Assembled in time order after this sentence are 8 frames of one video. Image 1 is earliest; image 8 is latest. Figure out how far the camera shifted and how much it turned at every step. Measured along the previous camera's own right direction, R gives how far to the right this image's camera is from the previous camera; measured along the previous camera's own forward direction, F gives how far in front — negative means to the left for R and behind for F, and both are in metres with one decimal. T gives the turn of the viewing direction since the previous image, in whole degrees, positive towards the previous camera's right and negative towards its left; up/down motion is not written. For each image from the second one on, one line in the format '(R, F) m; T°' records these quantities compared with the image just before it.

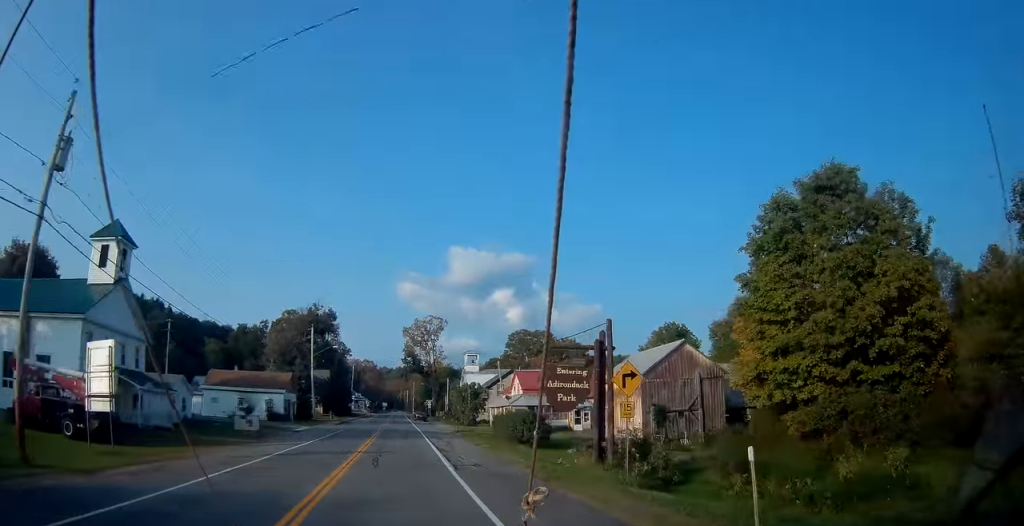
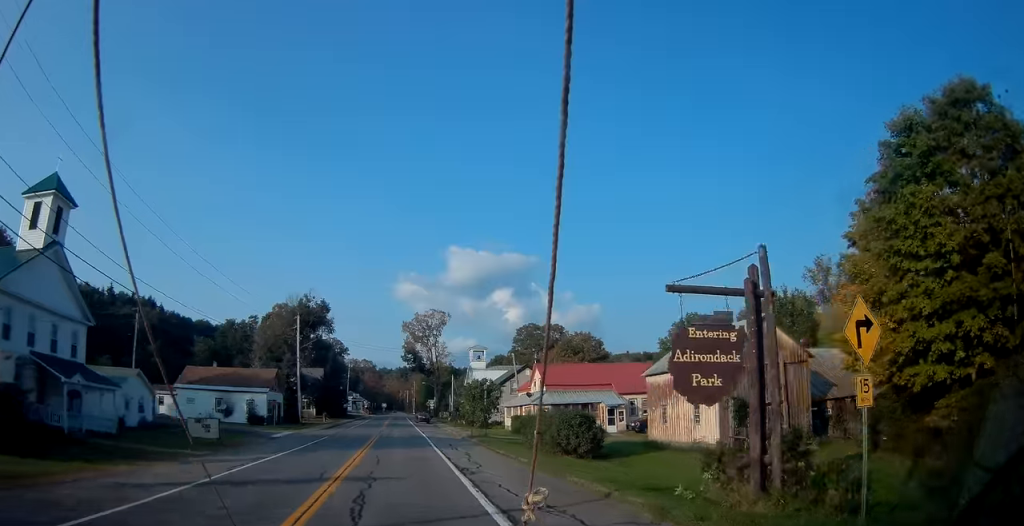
(0.0, +9.1) m; 0°
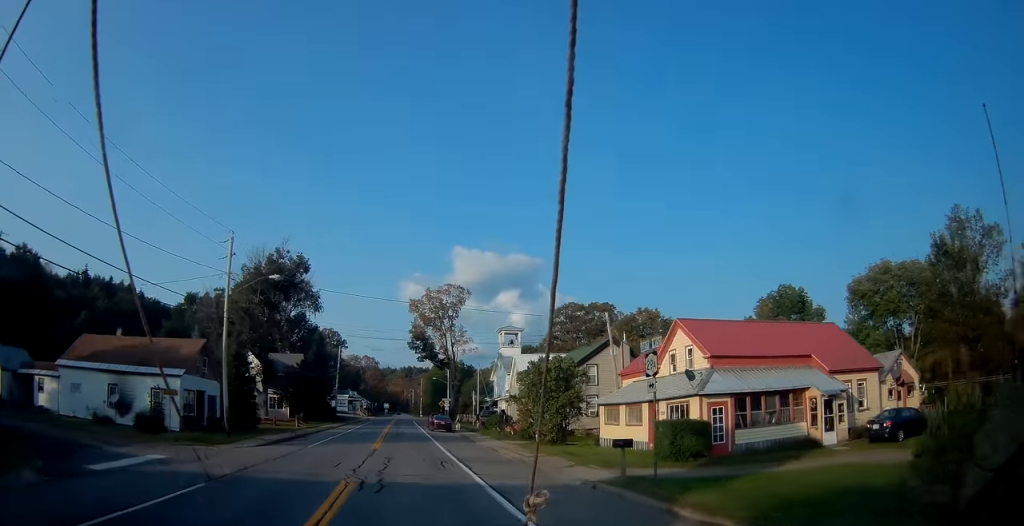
(+0.2, +26.0) m; +1°
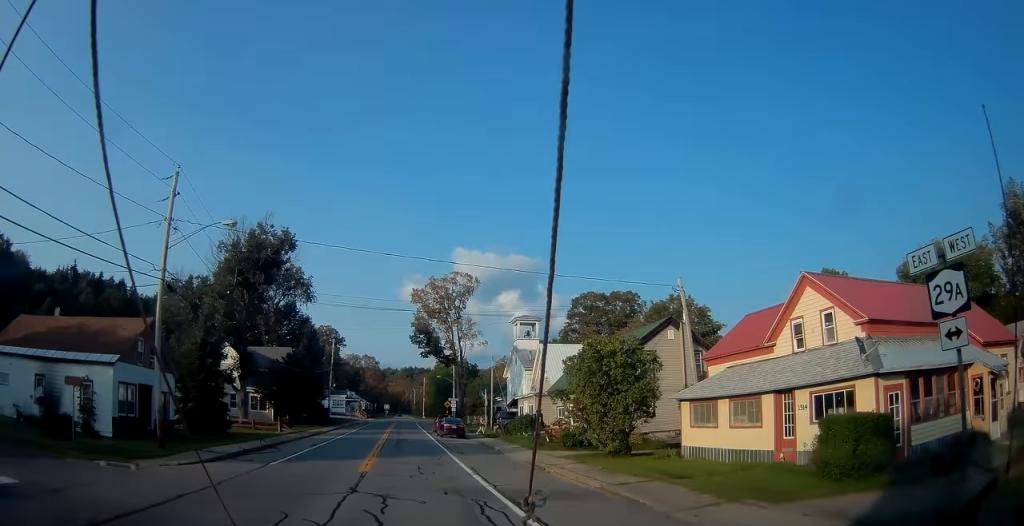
(0.0, +9.5) m; 0°
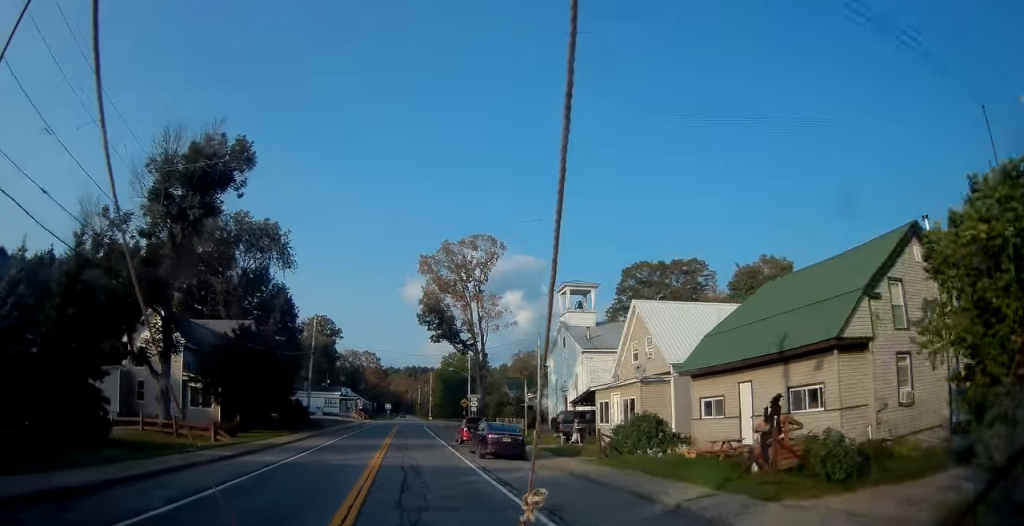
(-0.2, +19.3) m; -1°
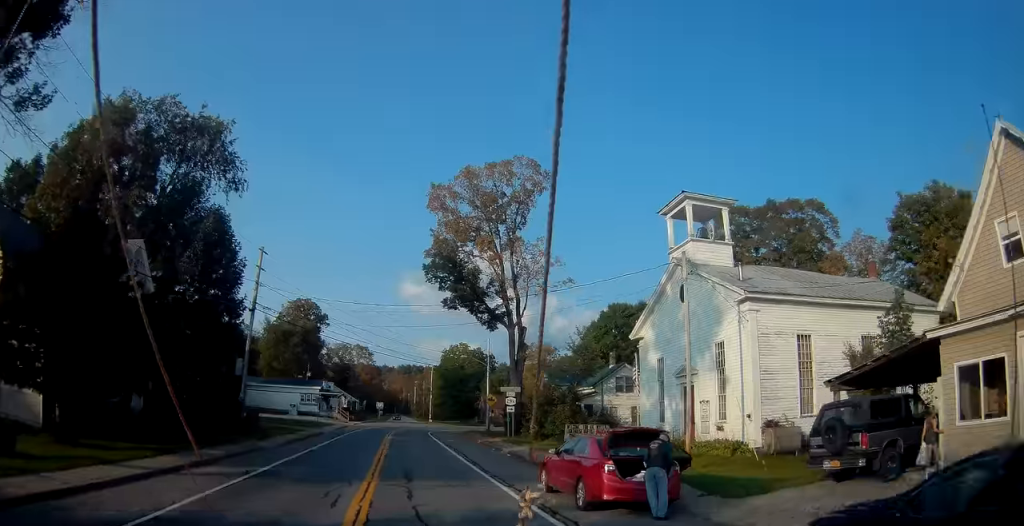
(0.0, +22.5) m; +1°
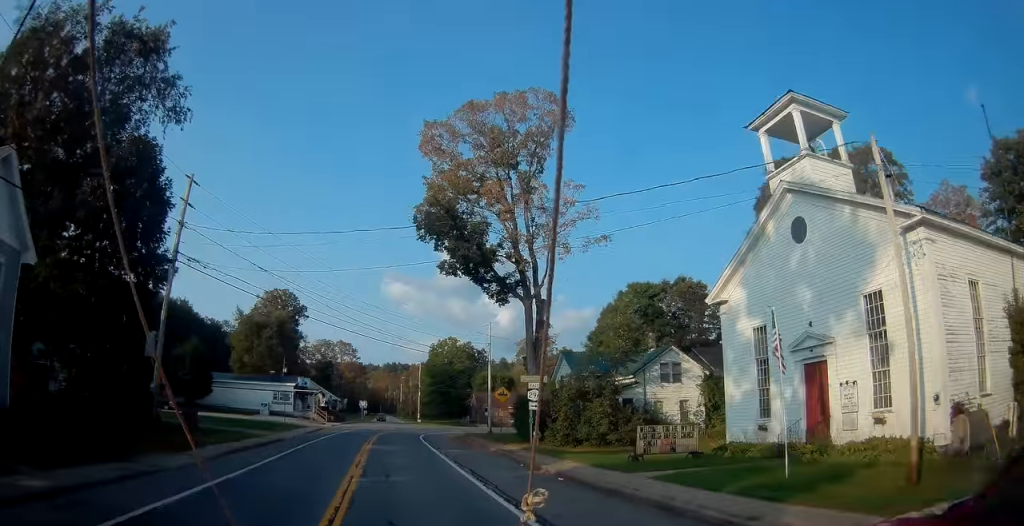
(+0.3, +10.7) m; +1°
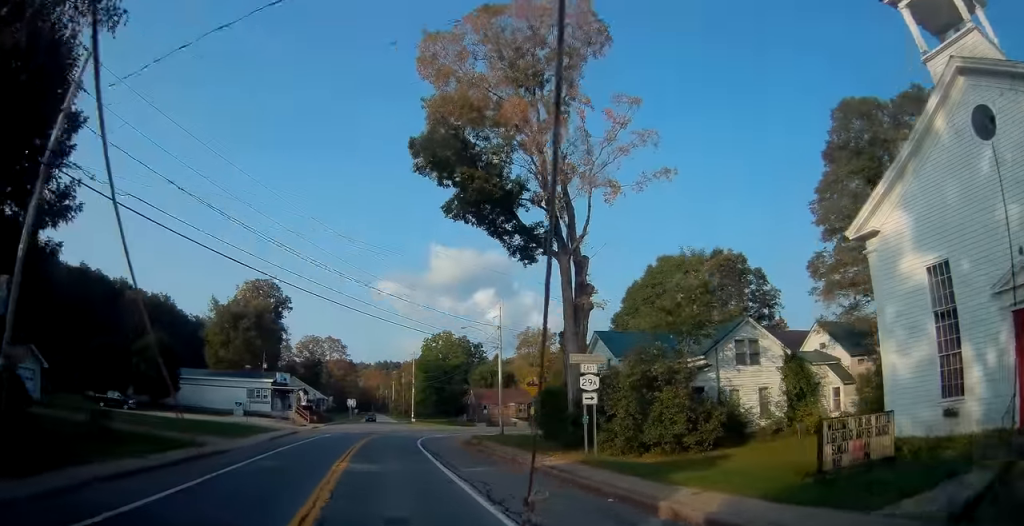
(0.0, +9.2) m; -1°
